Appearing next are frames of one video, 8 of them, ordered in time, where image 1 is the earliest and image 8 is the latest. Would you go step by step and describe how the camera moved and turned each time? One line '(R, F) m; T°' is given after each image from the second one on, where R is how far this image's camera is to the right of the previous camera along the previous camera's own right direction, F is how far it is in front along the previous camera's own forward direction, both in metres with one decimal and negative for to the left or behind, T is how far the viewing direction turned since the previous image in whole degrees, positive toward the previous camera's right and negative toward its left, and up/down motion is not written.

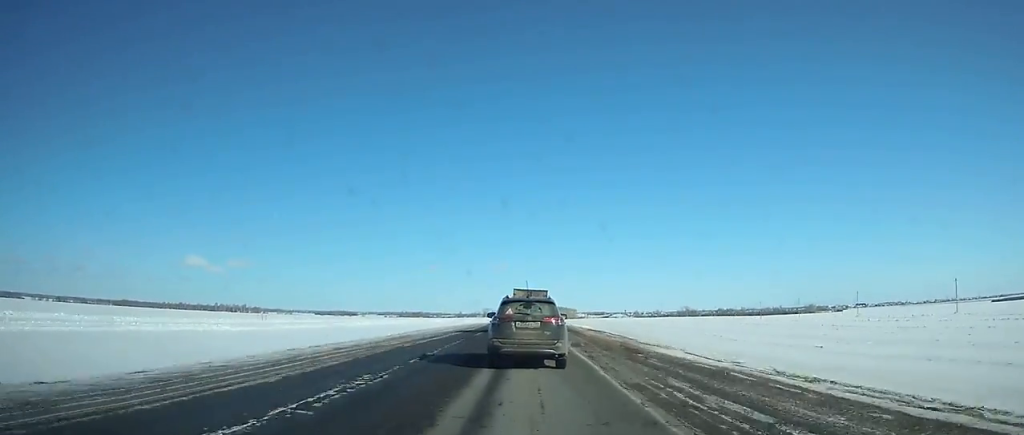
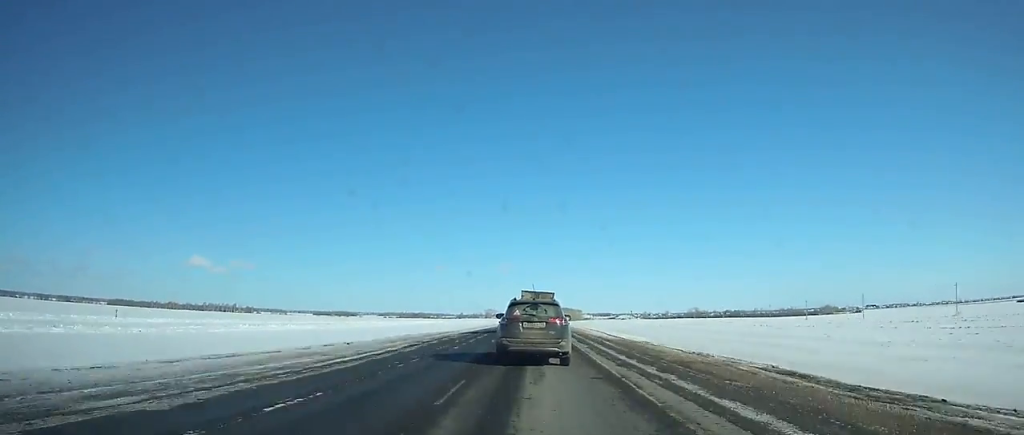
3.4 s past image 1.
(+0.3, +50.8) m; 0°
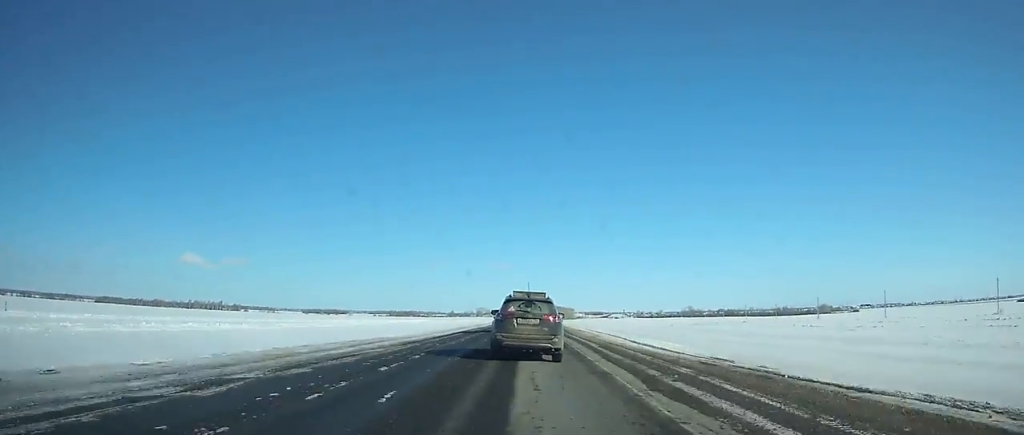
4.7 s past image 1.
(0.0, +19.4) m; 0°
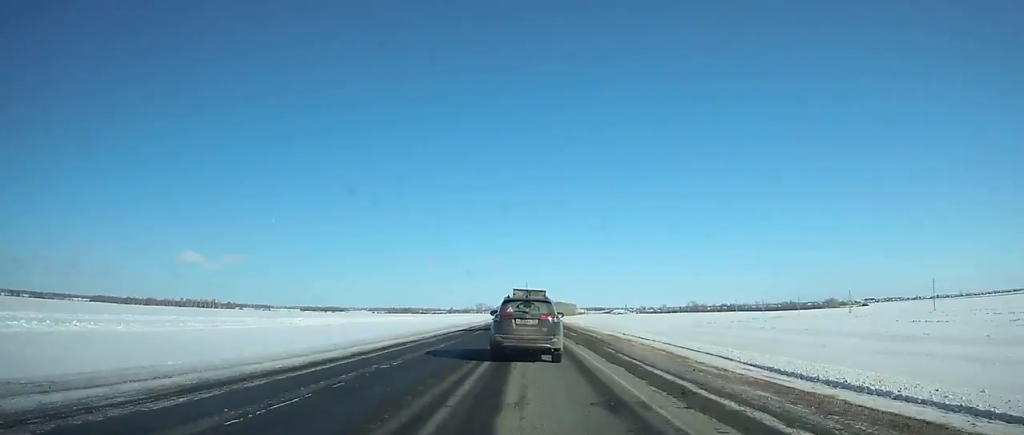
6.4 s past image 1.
(-0.2, +25.4) m; 0°
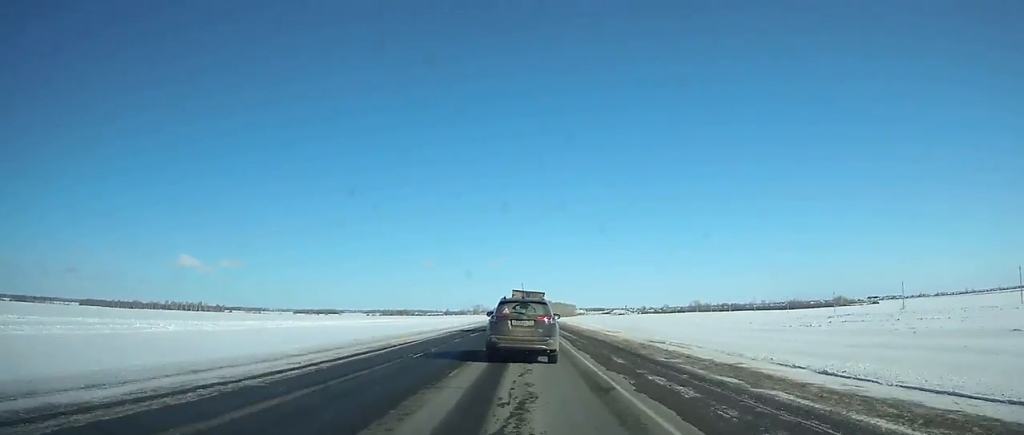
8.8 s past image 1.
(+0.4, +36.0) m; +1°
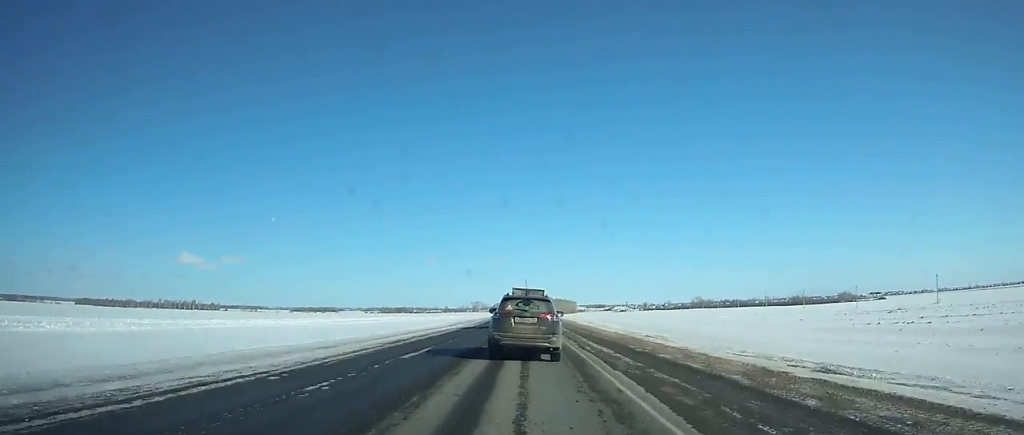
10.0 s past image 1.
(+0.1, +18.1) m; 0°
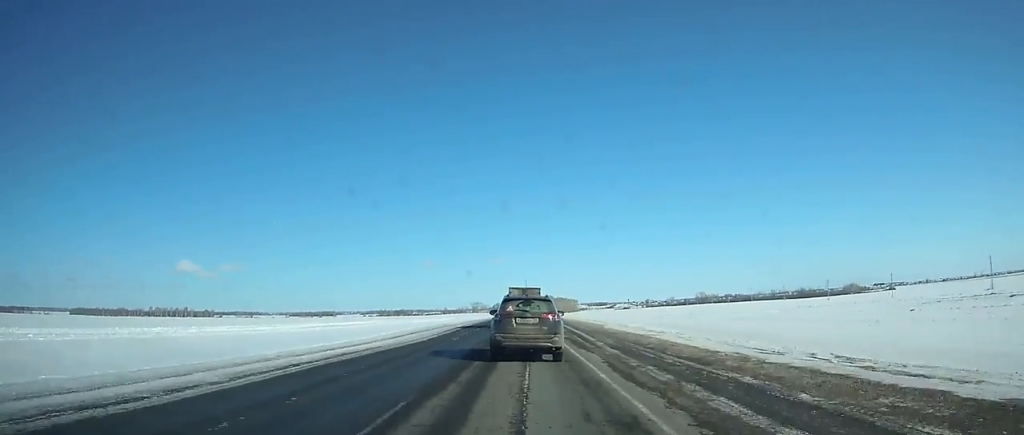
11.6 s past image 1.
(0.0, +24.4) m; 0°
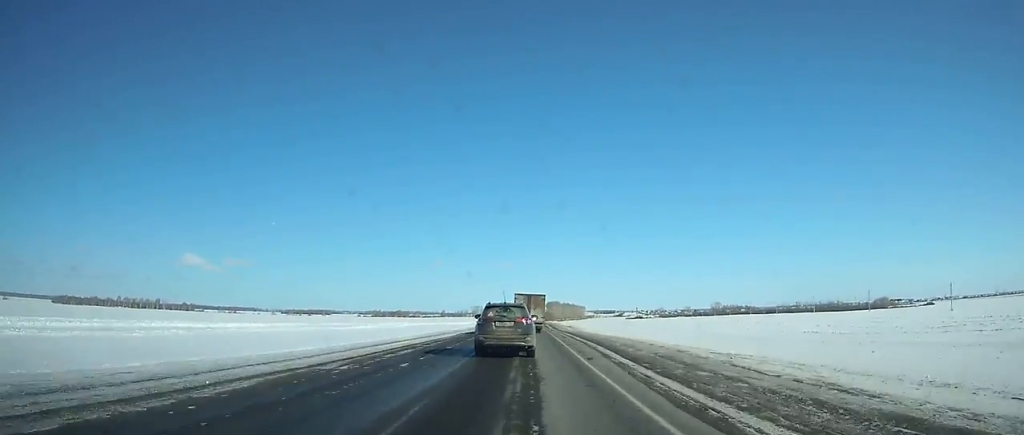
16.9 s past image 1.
(-0.9, +83.5) m; -1°
